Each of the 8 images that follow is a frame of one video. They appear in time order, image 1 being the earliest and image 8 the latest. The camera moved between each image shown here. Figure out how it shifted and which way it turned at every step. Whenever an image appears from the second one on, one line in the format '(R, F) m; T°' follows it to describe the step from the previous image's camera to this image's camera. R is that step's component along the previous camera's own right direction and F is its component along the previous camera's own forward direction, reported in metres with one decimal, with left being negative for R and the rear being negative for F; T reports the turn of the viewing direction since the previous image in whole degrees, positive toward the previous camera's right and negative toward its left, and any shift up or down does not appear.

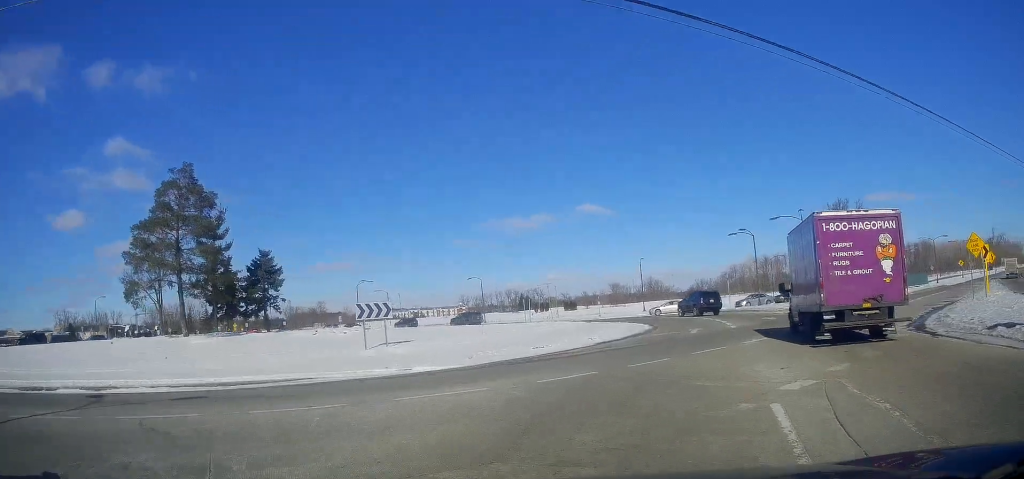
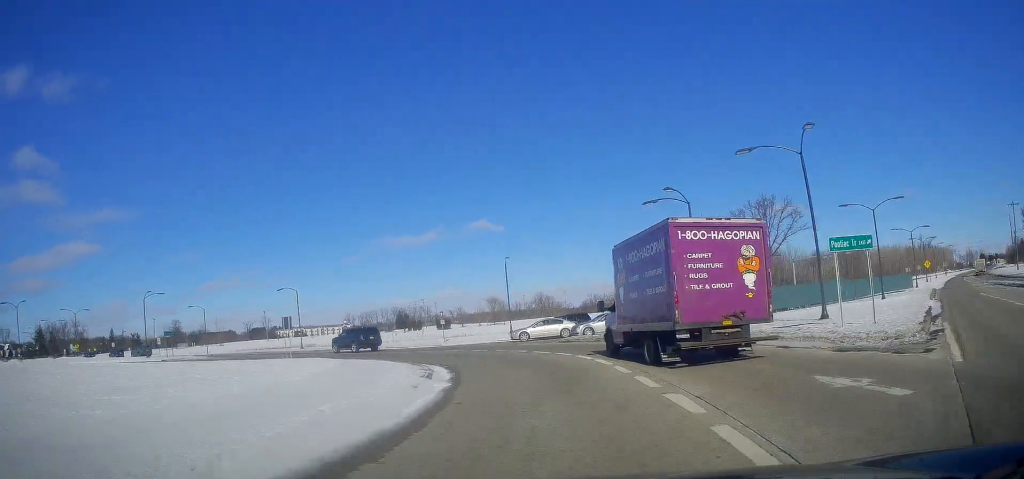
(+1.8, +21.2) m; 0°
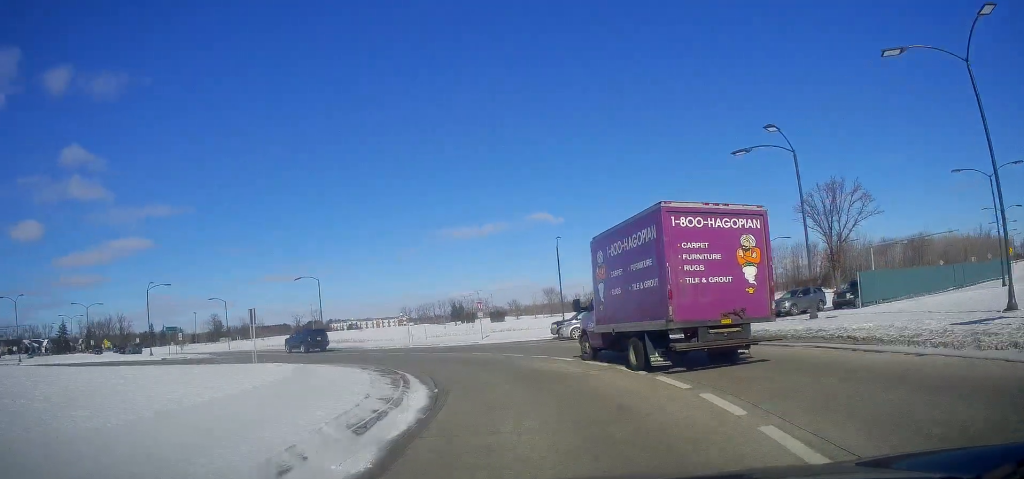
(-0.3, +9.2) m; -9°
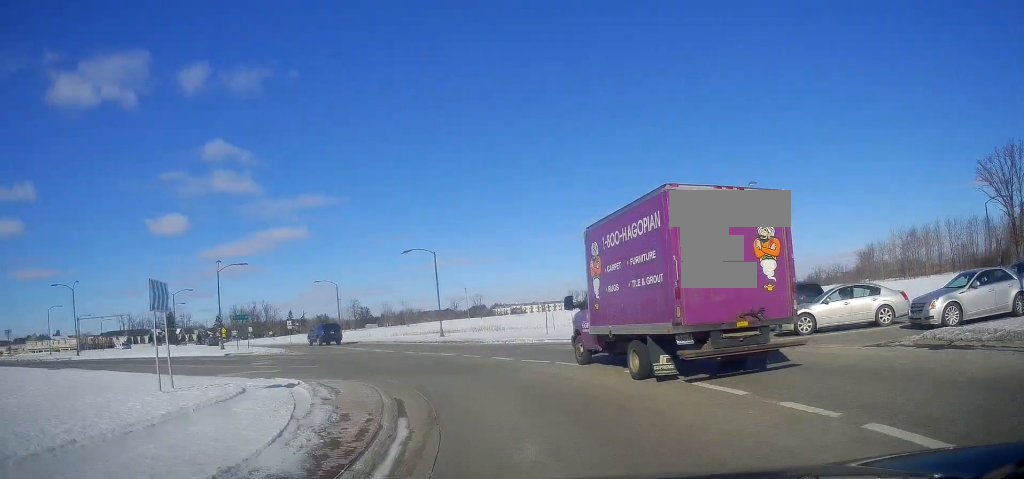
(-2.7, +13.6) m; -19°
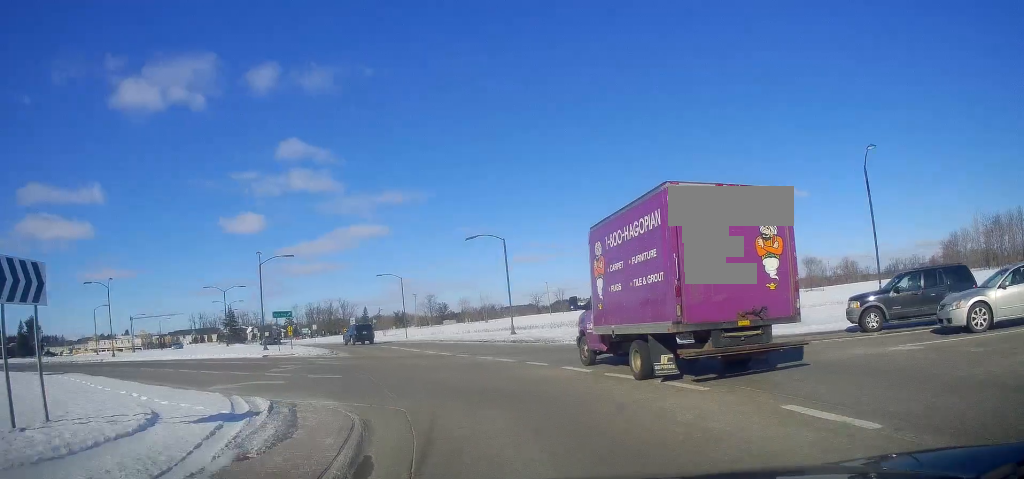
(-0.4, +5.8) m; -6°
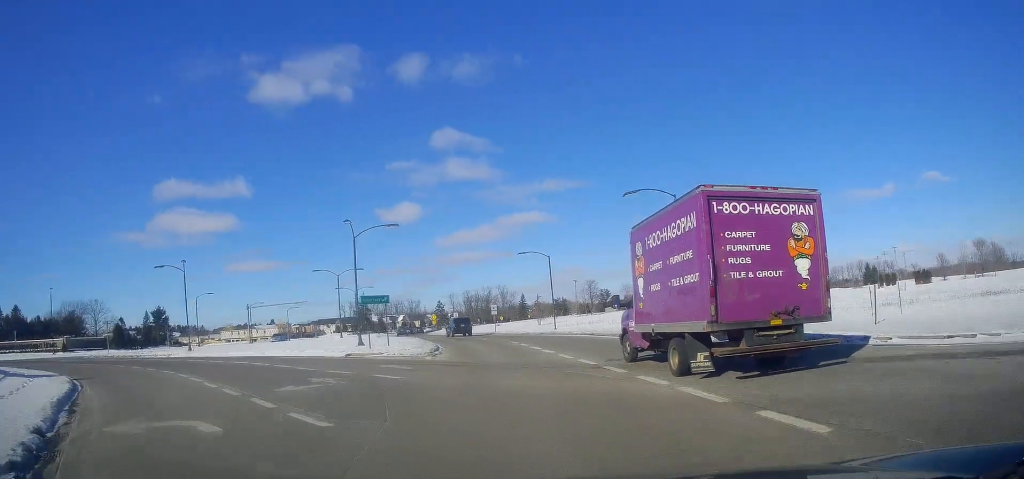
(-0.4, +11.4) m; -11°
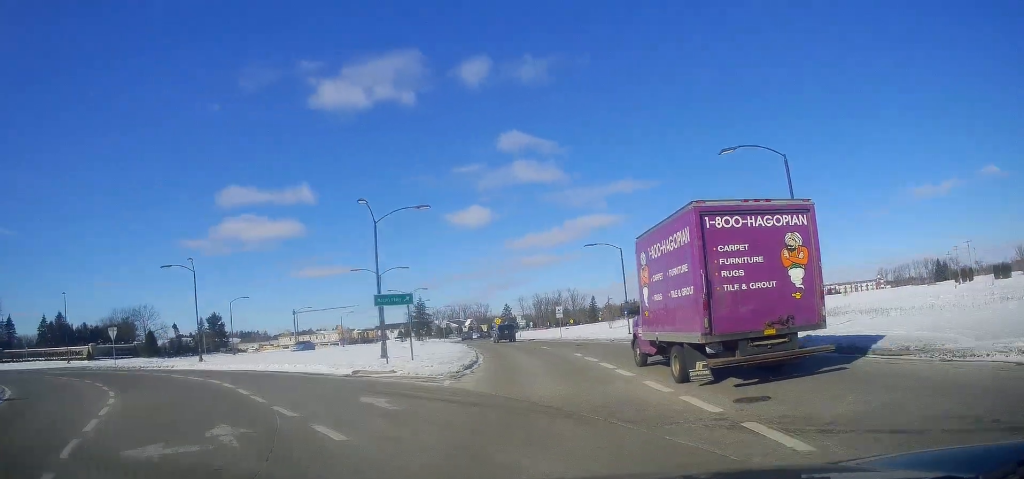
(-1.1, +8.0) m; -8°
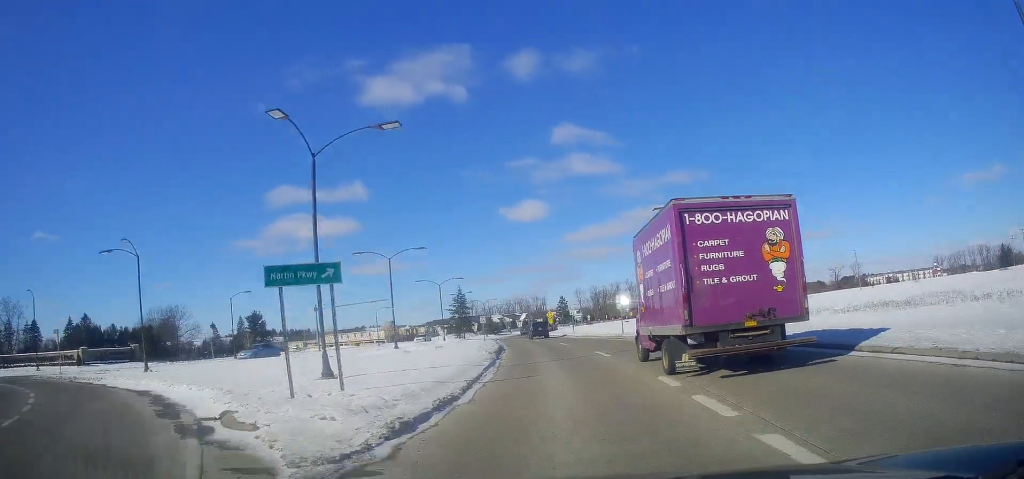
(-1.1, +11.7) m; -7°
